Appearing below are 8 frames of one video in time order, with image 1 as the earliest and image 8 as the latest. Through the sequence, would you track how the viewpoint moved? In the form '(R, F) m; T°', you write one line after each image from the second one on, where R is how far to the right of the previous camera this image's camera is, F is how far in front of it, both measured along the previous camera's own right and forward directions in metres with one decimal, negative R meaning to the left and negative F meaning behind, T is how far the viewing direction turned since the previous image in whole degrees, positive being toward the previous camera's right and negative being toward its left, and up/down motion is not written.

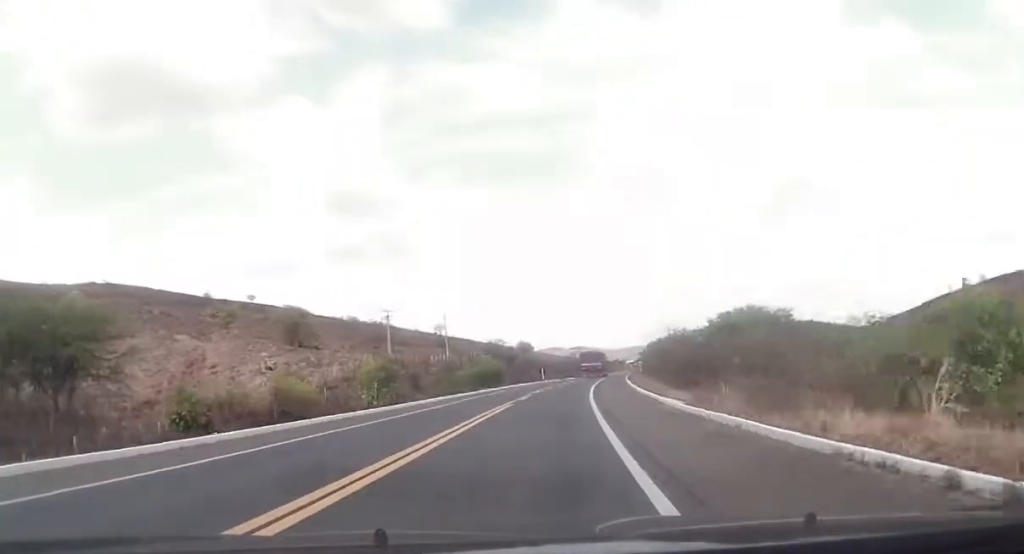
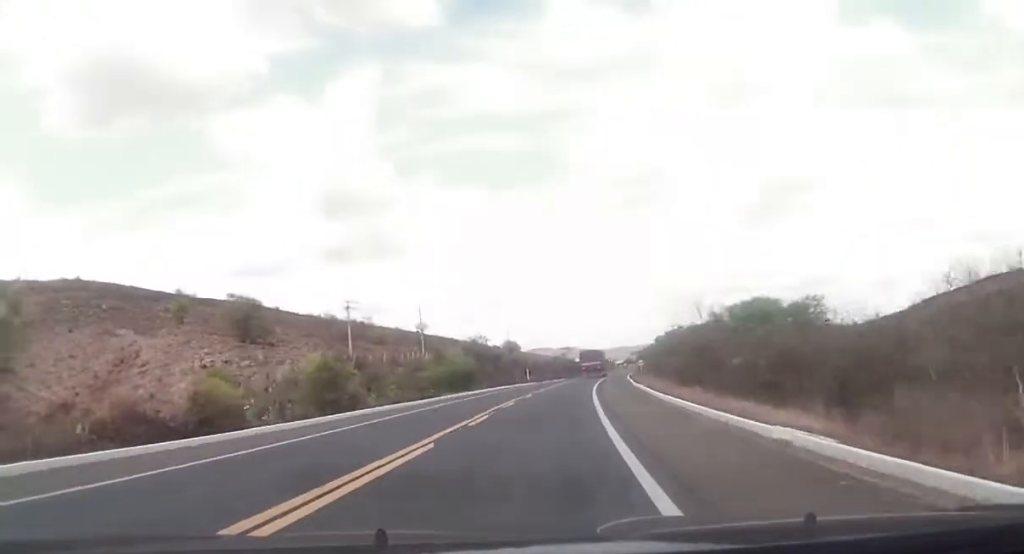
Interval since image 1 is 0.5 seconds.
(+0.2, +15.3) m; +1°
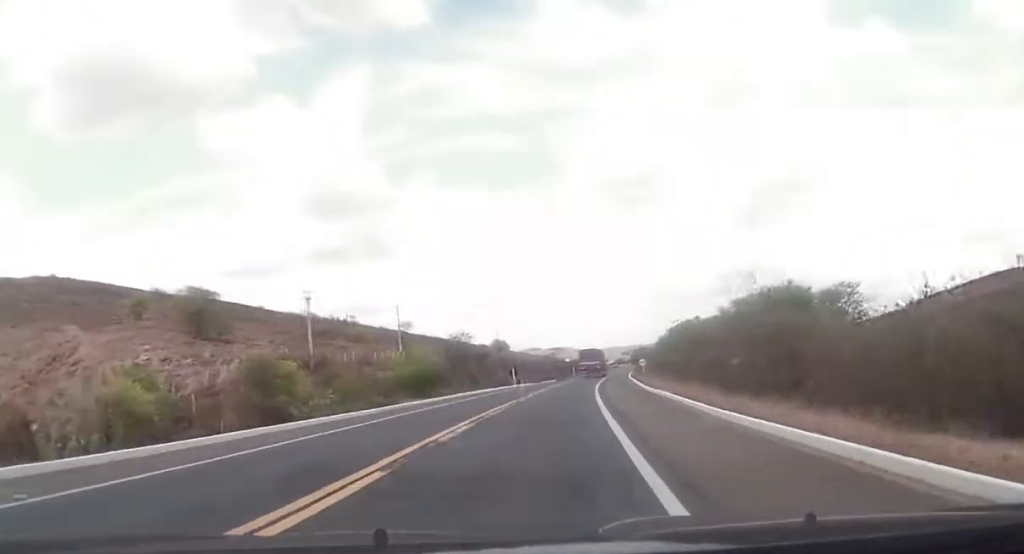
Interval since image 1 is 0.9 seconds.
(+0.3, +12.2) m; +1°
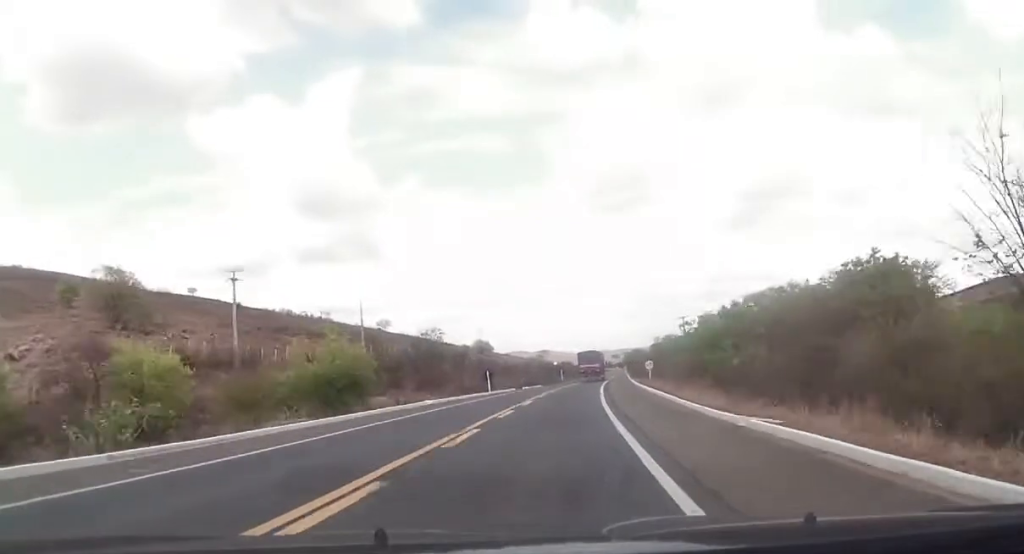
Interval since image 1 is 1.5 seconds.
(+0.2, +17.3) m; +1°
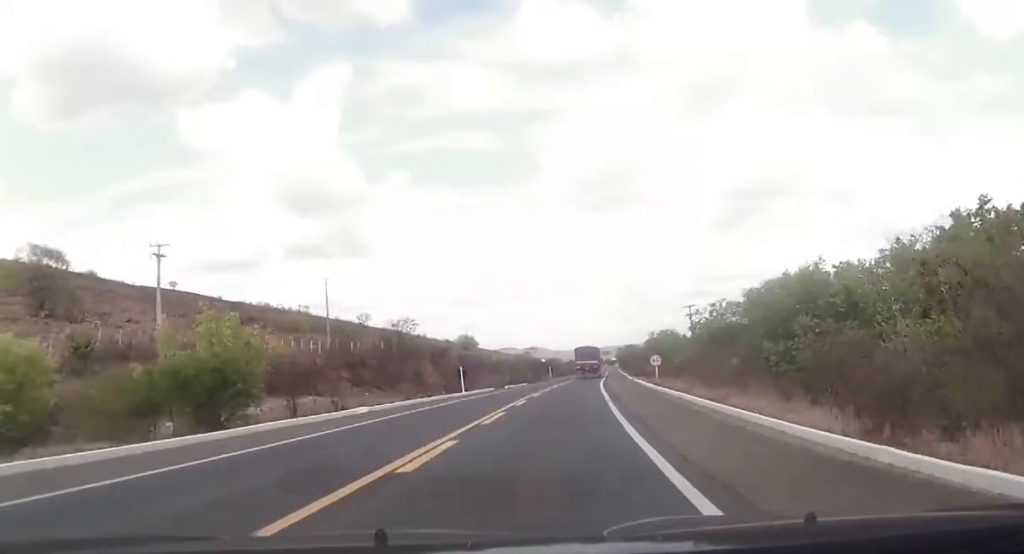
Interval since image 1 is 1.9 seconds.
(-0.1, +12.1) m; +1°
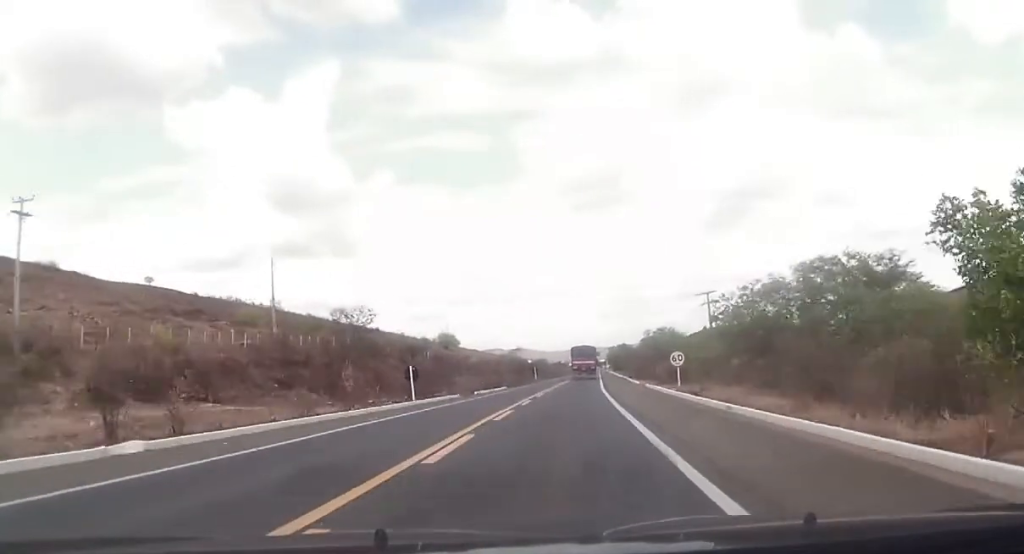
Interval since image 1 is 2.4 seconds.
(+0.1, +16.0) m; +1°
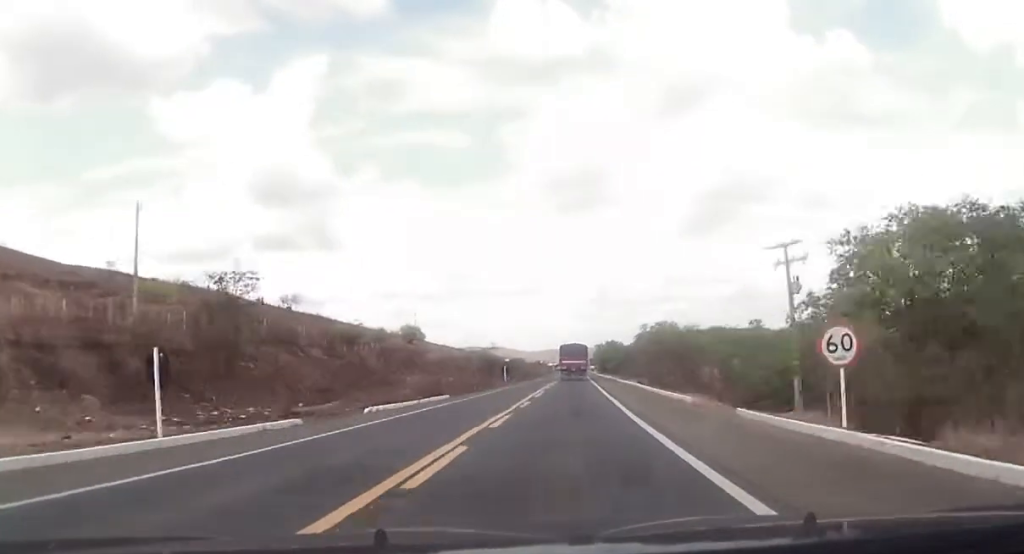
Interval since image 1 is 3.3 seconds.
(+0.9, +27.6) m; +2°
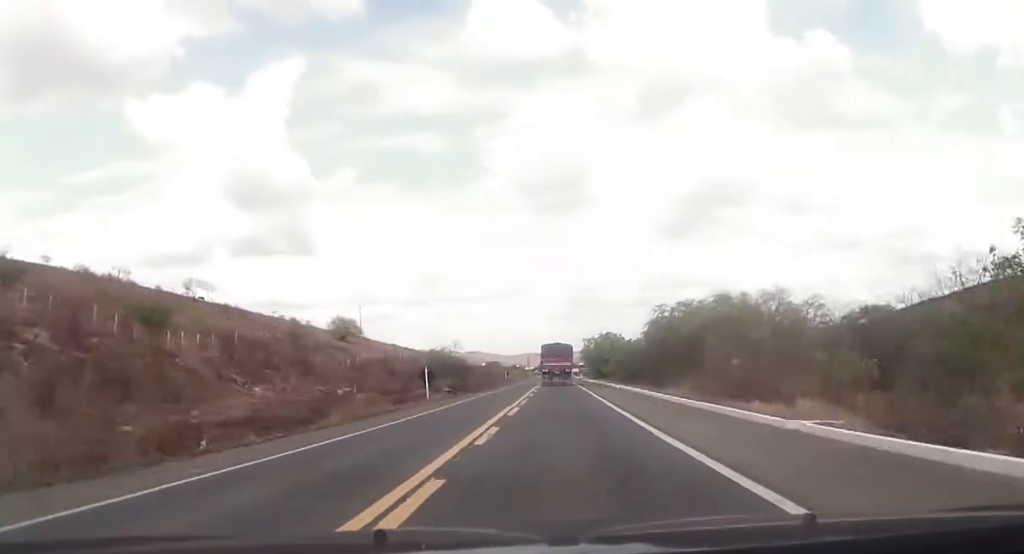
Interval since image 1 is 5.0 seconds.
(+0.8, +46.5) m; +2°
